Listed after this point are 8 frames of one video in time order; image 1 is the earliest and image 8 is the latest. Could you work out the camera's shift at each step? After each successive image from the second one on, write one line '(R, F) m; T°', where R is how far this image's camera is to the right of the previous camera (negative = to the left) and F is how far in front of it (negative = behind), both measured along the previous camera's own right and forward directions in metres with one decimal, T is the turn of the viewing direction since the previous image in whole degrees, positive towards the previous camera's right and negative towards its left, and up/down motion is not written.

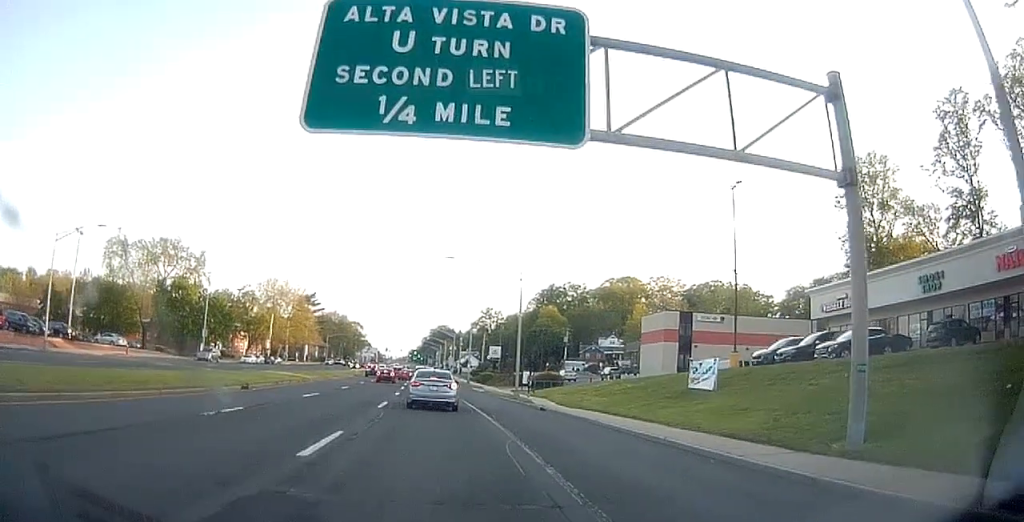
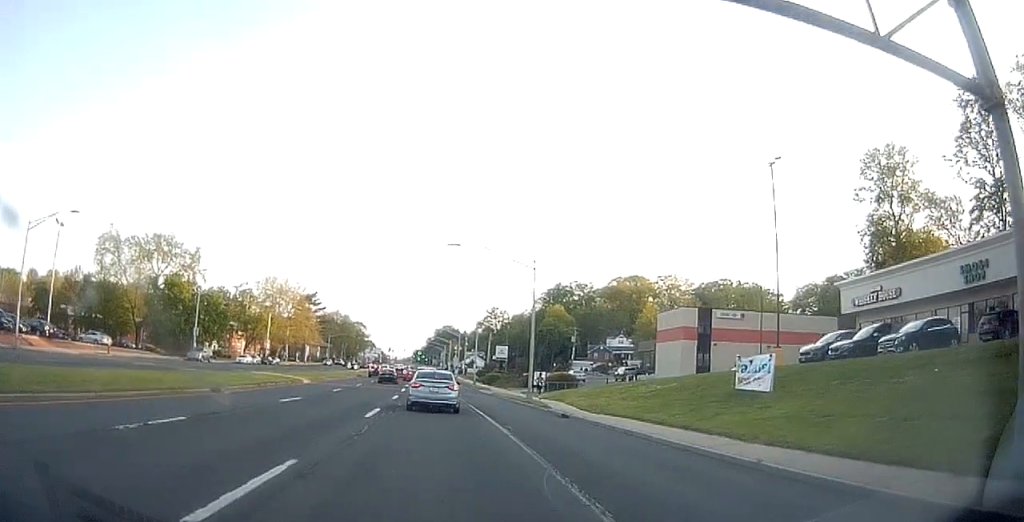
(-0.1, +4.1) m; -1°
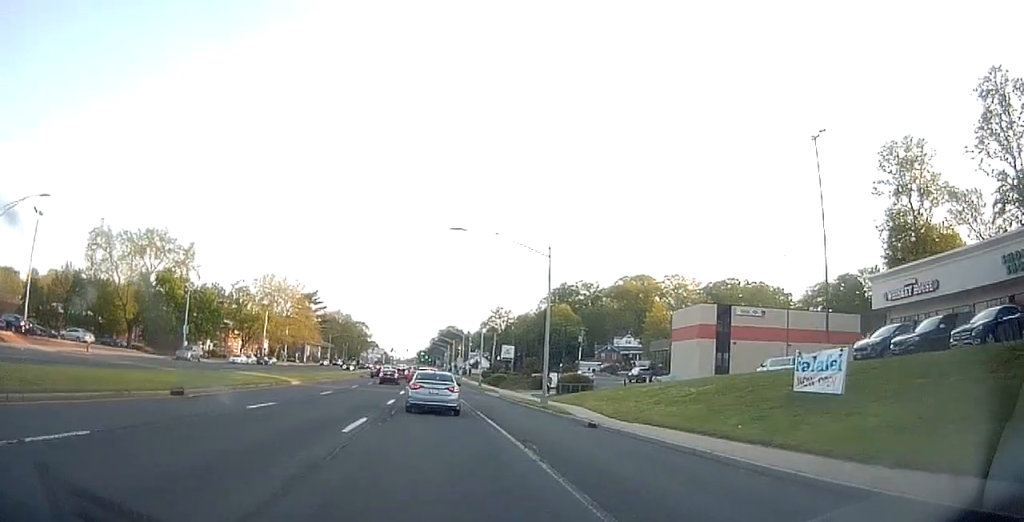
(+0.1, +3.9) m; 0°
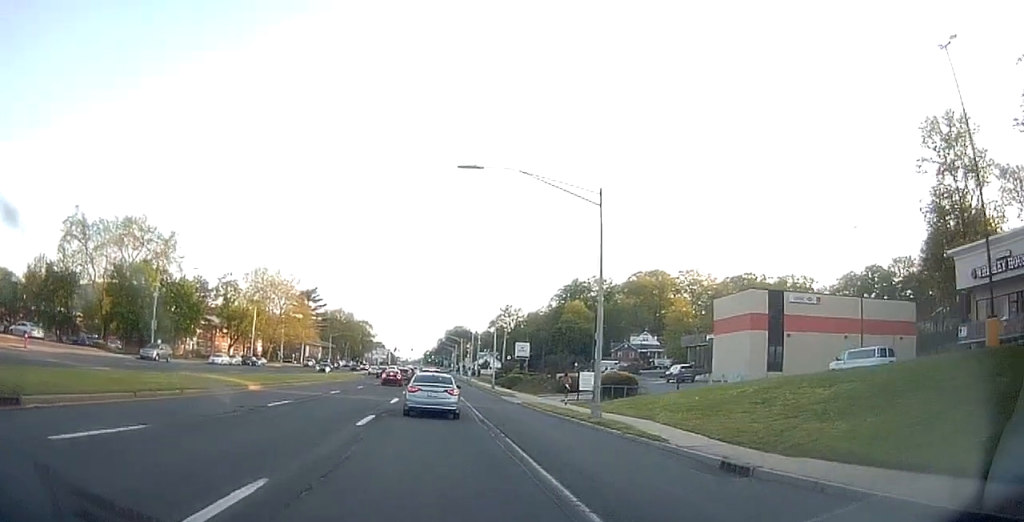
(-0.1, +10.0) m; -2°
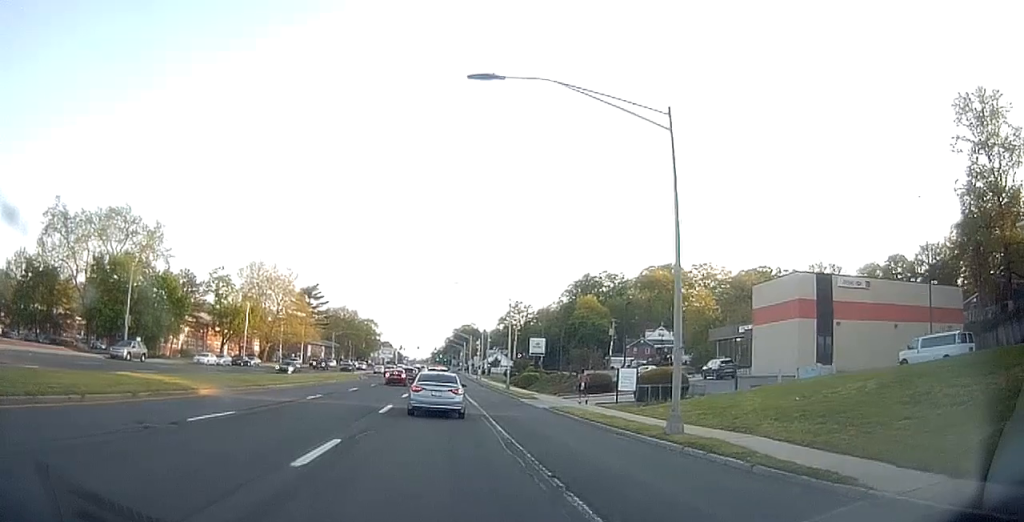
(-0.1, +7.0) m; -2°
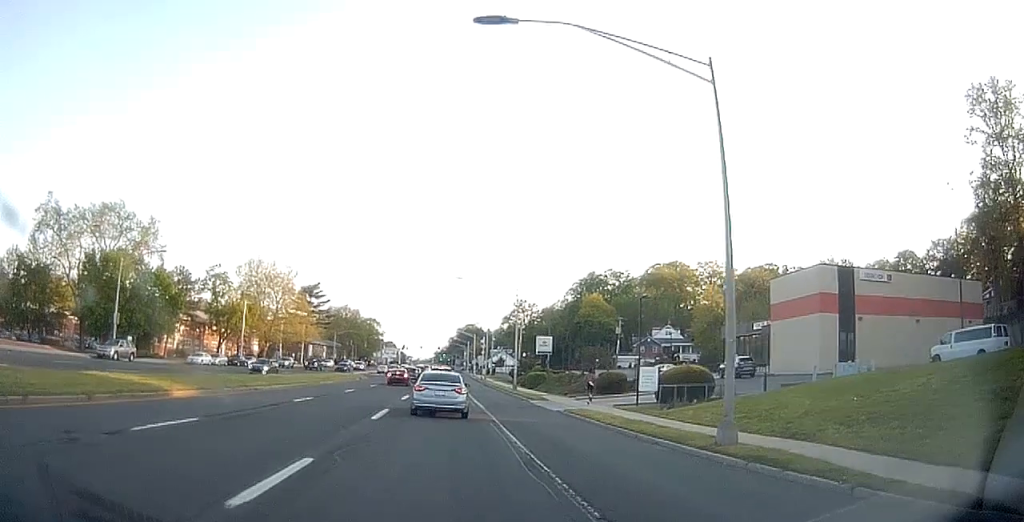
(-0.1, +2.7) m; 0°
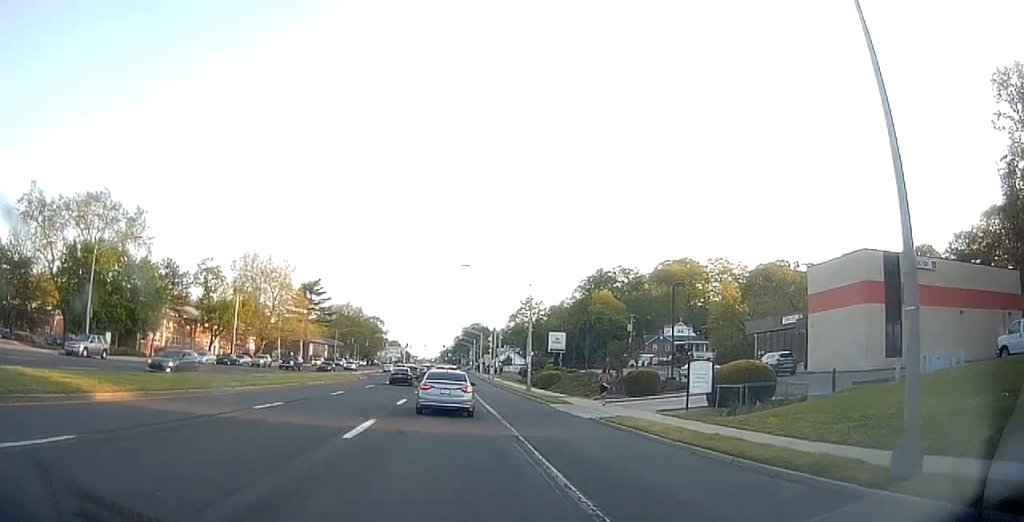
(0.0, +5.2) m; 0°
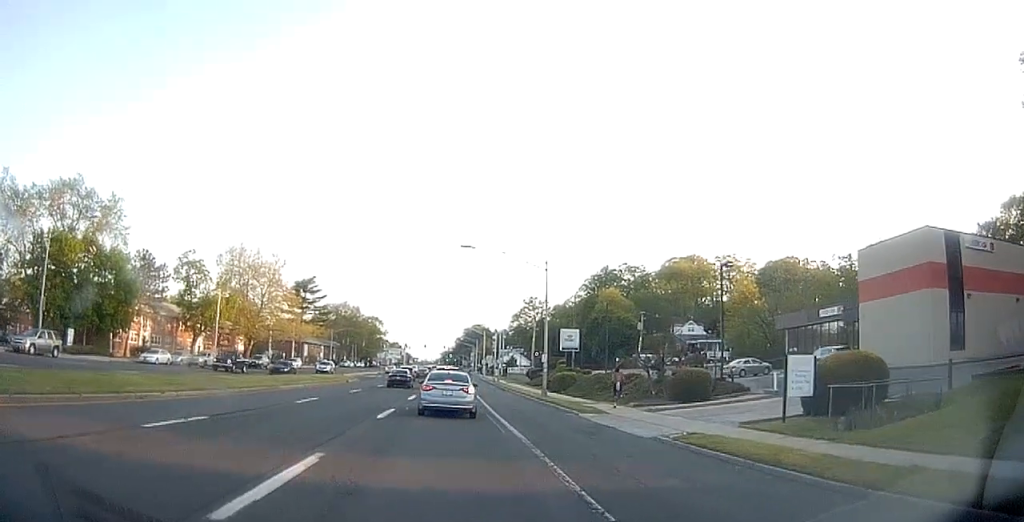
(0.0, +6.4) m; +1°
